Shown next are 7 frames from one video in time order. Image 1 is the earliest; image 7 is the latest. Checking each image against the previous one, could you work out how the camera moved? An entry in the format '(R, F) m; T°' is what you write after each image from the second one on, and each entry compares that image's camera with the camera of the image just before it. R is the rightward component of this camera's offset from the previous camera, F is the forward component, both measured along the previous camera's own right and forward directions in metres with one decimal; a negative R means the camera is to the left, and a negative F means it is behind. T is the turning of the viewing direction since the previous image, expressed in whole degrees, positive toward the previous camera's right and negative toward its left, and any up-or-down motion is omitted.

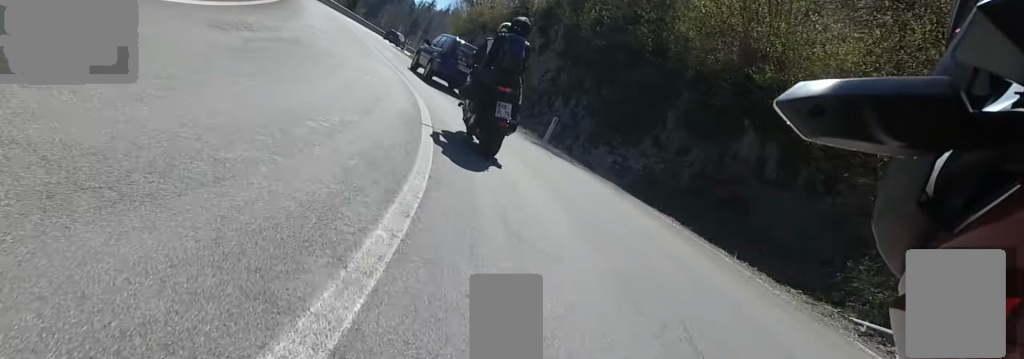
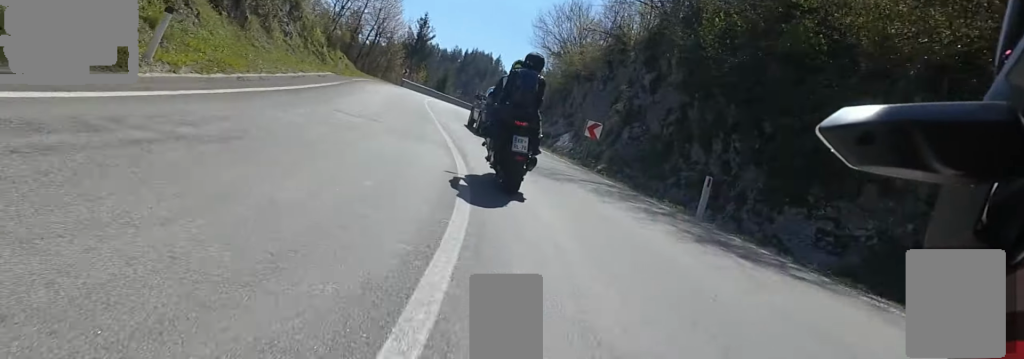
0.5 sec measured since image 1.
(-1.0, +5.4) m; -6°
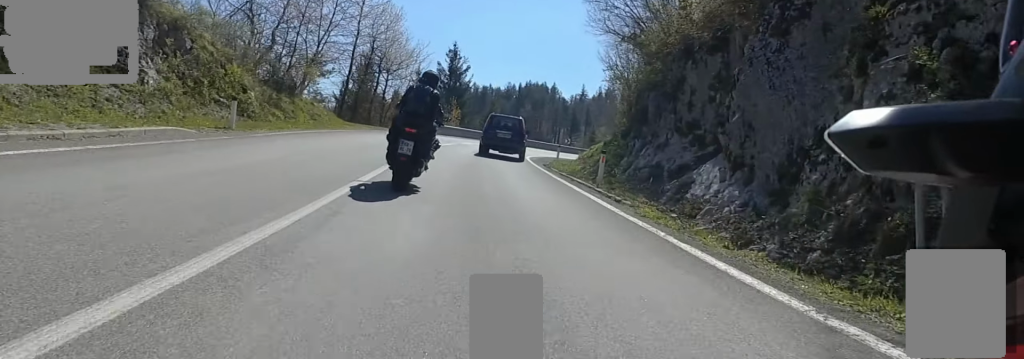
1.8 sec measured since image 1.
(-1.1, +15.0) m; -4°
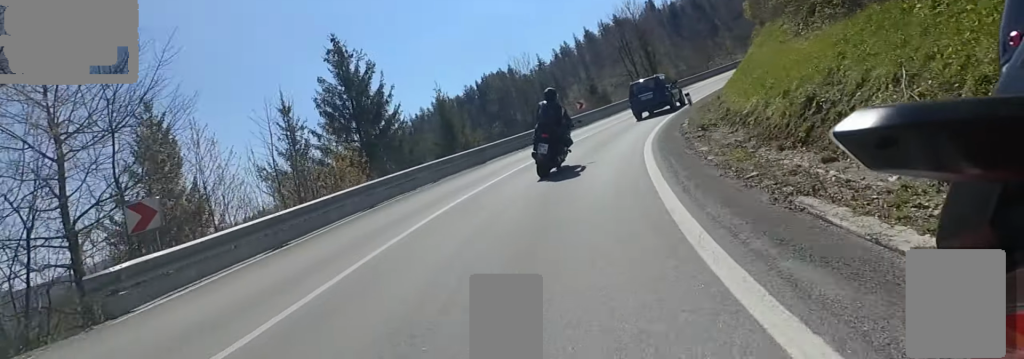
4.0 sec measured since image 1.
(-2.9, +27.9) m; +3°
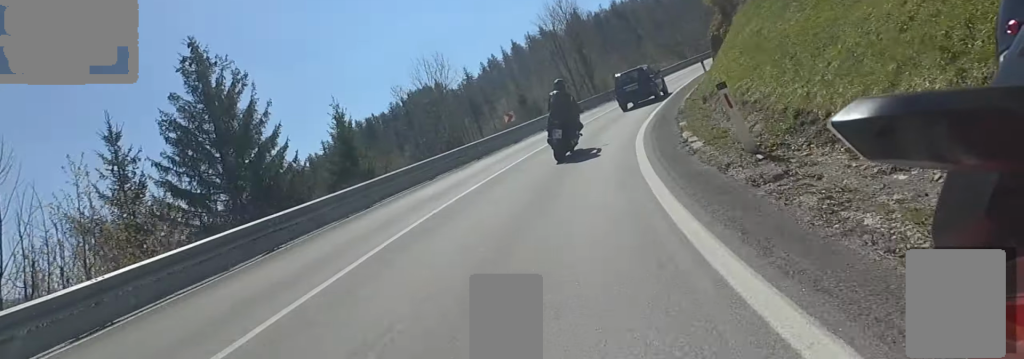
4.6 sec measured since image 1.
(+1.6, +7.3) m; +9°
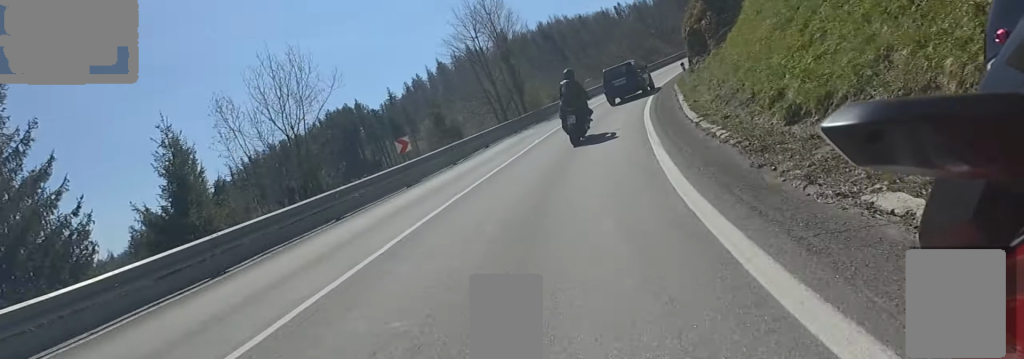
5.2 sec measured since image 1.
(+0.8, +9.1) m; +8°
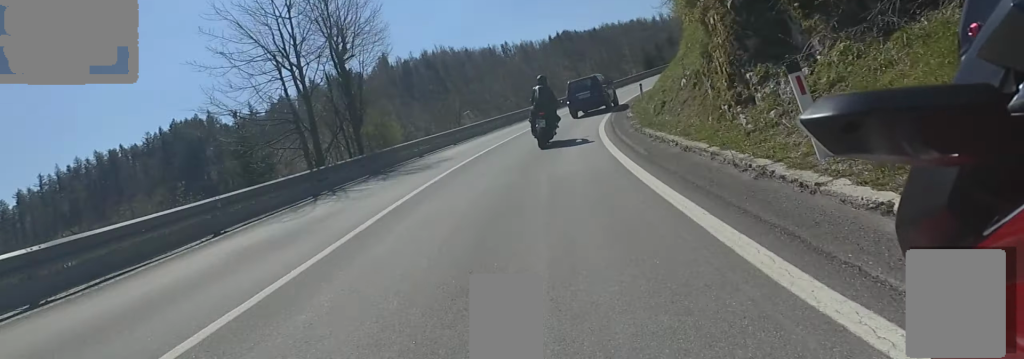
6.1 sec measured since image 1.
(+0.6, +13.3) m; +7°
